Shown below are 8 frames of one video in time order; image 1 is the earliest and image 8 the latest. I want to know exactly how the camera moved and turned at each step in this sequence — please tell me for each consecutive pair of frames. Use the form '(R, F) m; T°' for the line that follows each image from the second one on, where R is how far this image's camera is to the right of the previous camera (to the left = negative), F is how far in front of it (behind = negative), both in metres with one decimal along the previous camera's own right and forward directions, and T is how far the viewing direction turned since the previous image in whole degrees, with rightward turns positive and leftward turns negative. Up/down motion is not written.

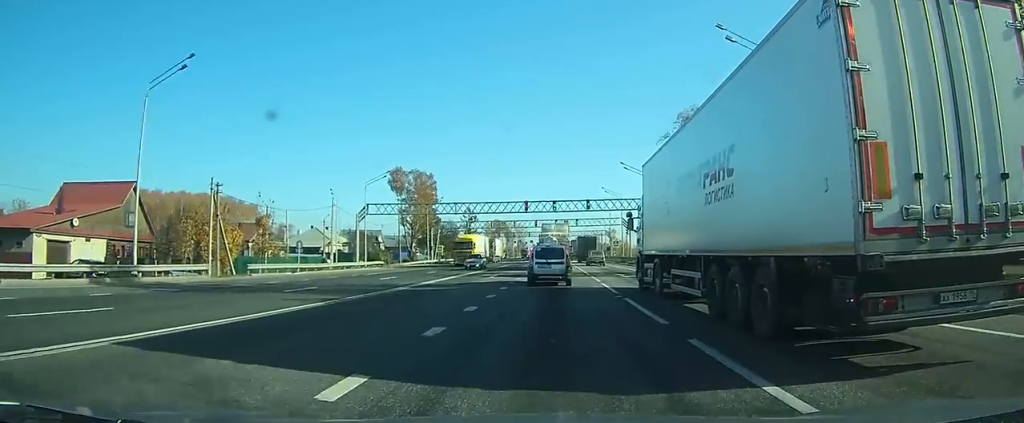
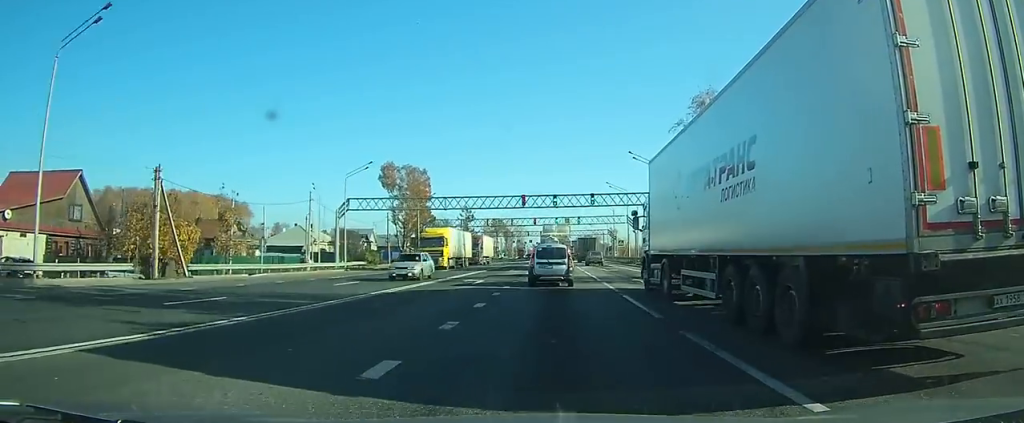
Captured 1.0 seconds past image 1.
(-0.1, +7.0) m; 0°
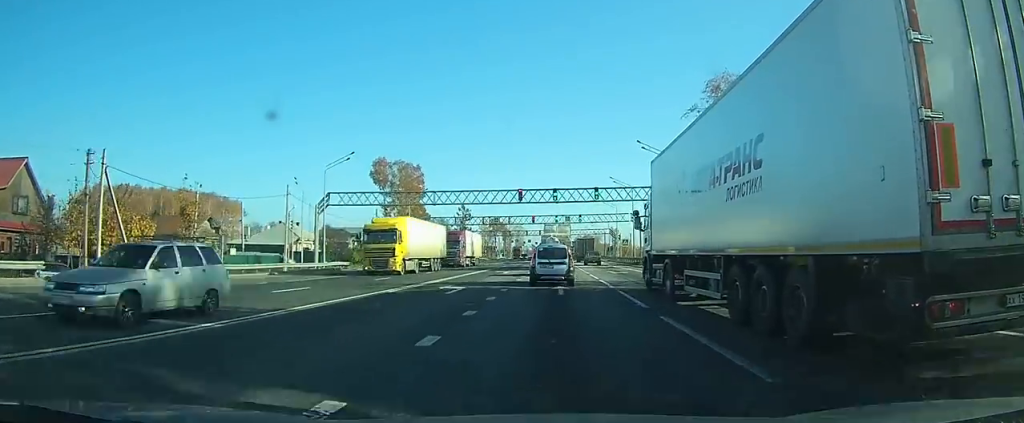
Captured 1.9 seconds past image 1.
(0.0, +6.2) m; 0°
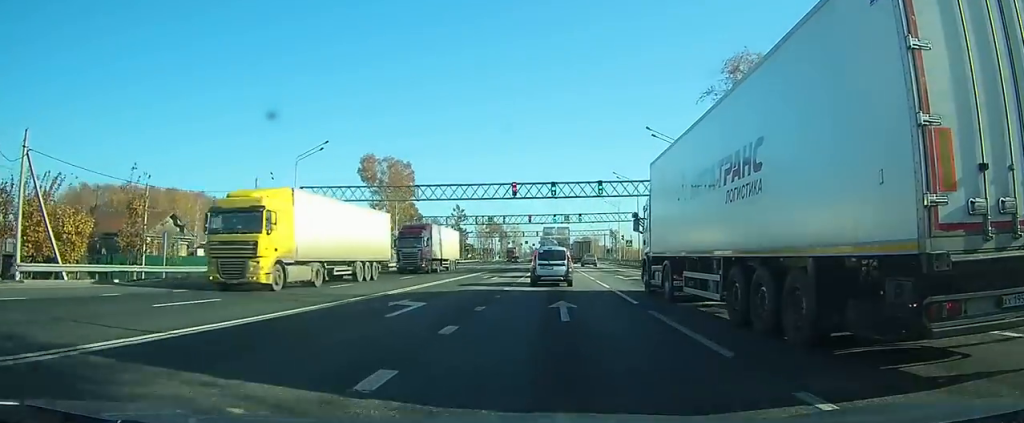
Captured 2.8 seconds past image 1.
(0.0, +6.9) m; +1°
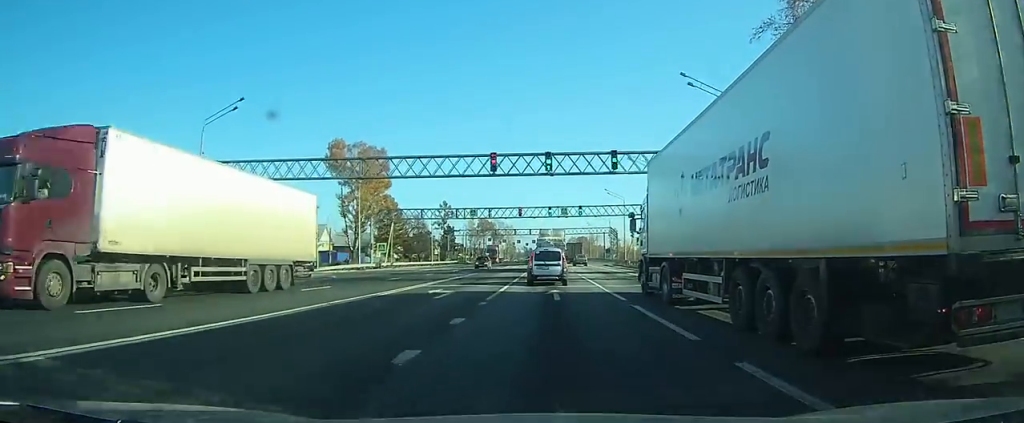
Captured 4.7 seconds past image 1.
(+0.1, +14.2) m; +1°
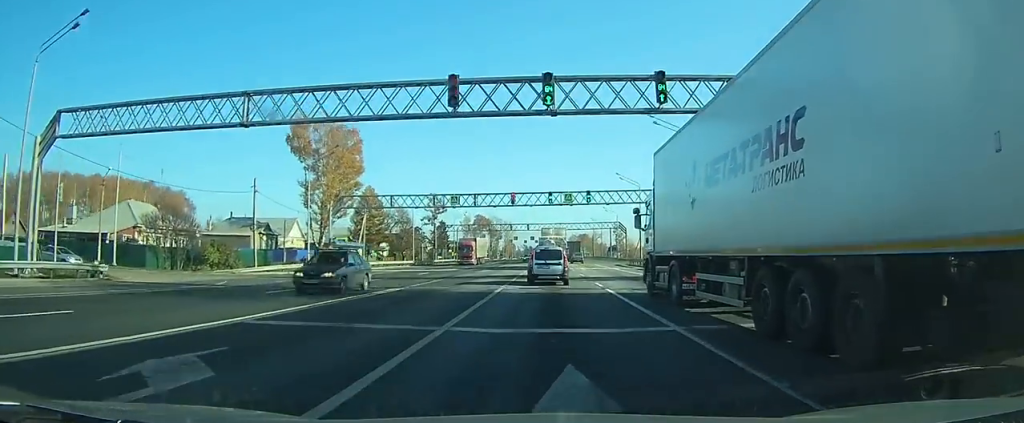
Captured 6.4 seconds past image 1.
(+0.1, +13.9) m; 0°
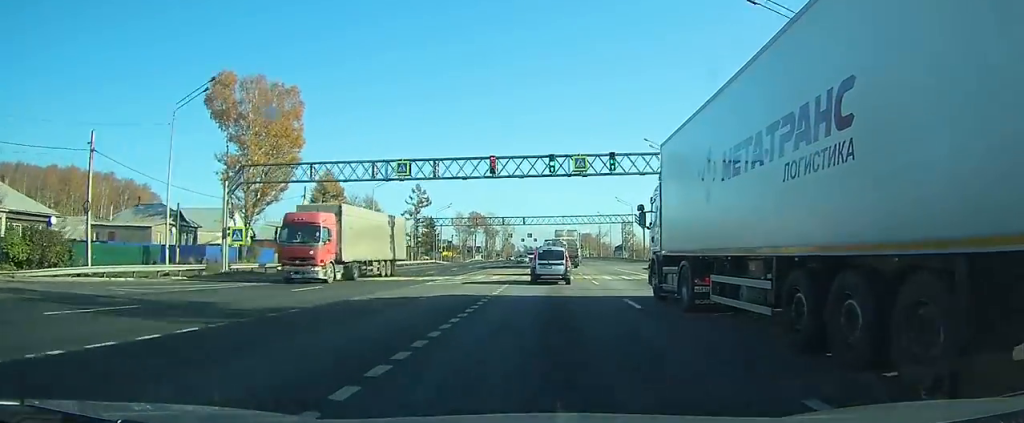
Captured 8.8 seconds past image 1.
(-0.1, +21.5) m; 0°
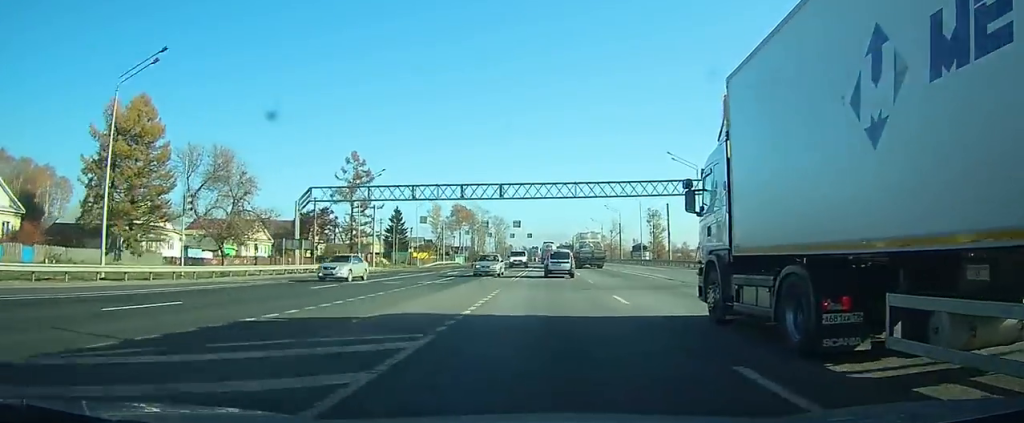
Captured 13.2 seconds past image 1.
(+0.2, +45.8) m; 0°
